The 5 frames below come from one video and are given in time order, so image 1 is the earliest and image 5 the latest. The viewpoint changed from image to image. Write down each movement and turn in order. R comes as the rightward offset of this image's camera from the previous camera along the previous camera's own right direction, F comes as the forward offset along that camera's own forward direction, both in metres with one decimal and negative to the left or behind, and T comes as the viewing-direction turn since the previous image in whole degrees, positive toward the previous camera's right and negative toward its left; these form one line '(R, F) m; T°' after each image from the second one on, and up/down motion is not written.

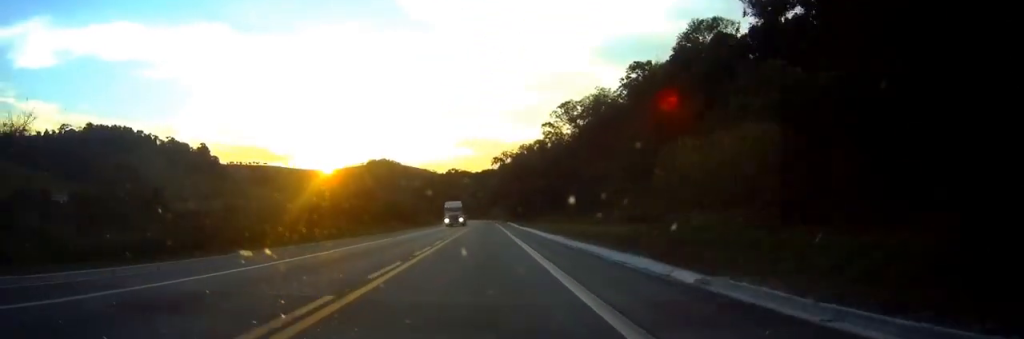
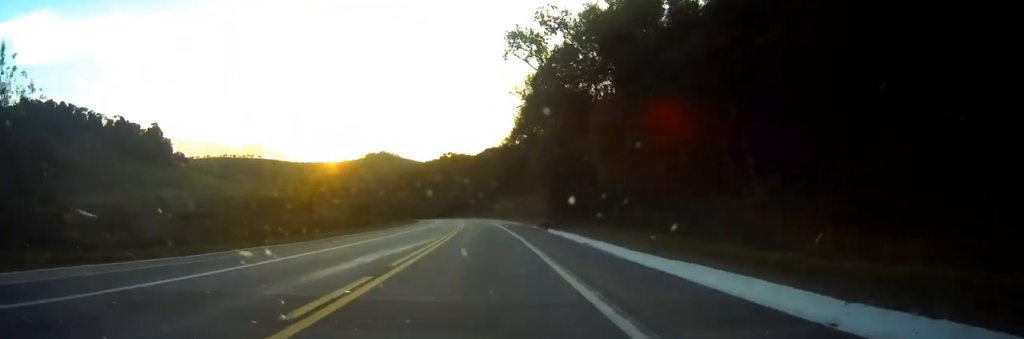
(-0.1, +95.9) m; -1°
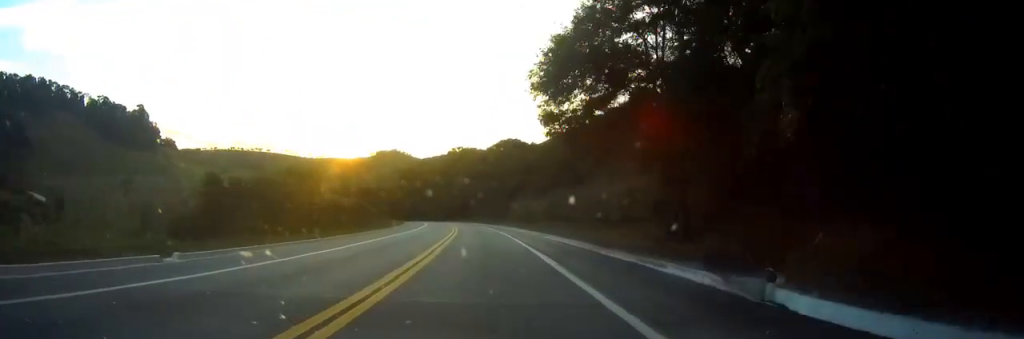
(-0.4, +41.7) m; -1°
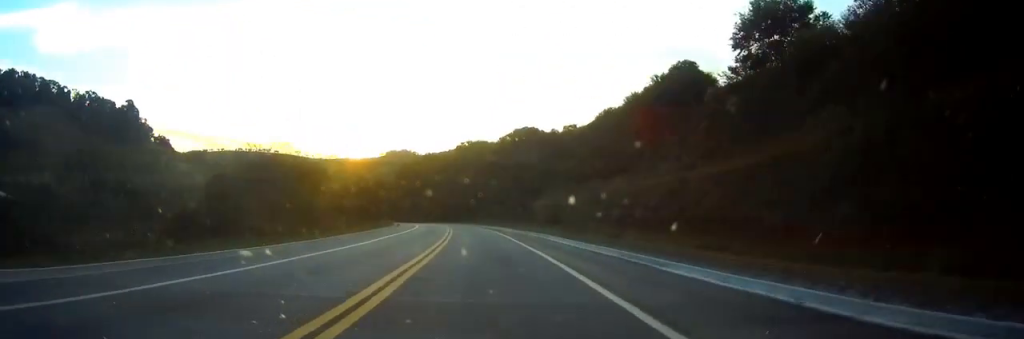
(-0.2, +28.9) m; -1°
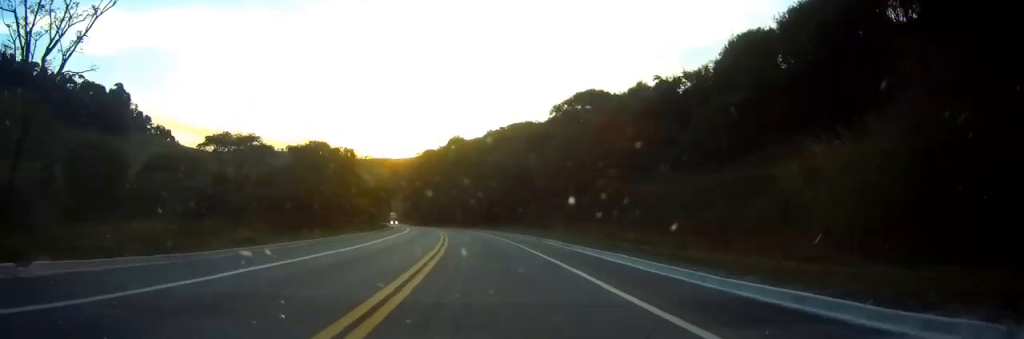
(-1.6, +56.9) m; -4°
